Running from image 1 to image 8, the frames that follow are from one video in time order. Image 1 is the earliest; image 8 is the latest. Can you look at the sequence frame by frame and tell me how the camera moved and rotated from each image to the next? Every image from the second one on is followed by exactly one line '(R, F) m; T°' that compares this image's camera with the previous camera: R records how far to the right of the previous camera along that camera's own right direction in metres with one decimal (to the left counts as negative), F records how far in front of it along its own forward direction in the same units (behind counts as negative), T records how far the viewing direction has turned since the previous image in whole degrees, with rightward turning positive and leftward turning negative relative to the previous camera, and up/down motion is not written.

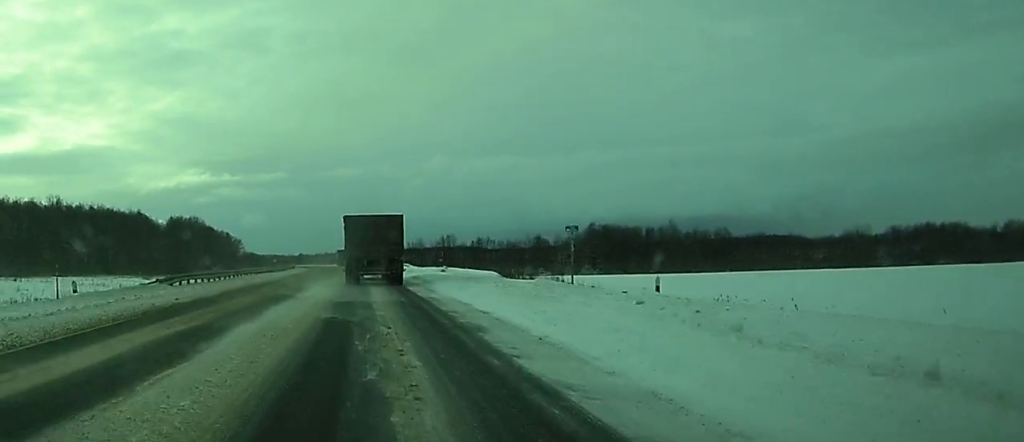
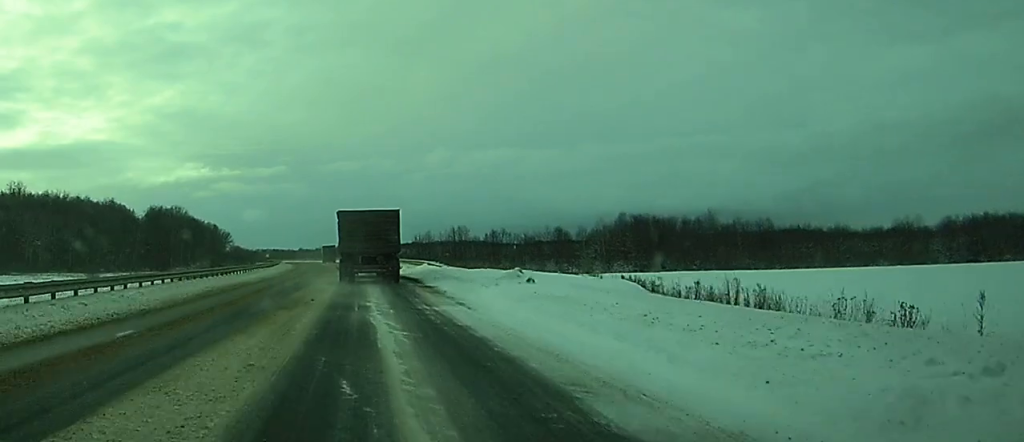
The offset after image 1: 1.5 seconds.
(-0.3, +33.0) m; -1°
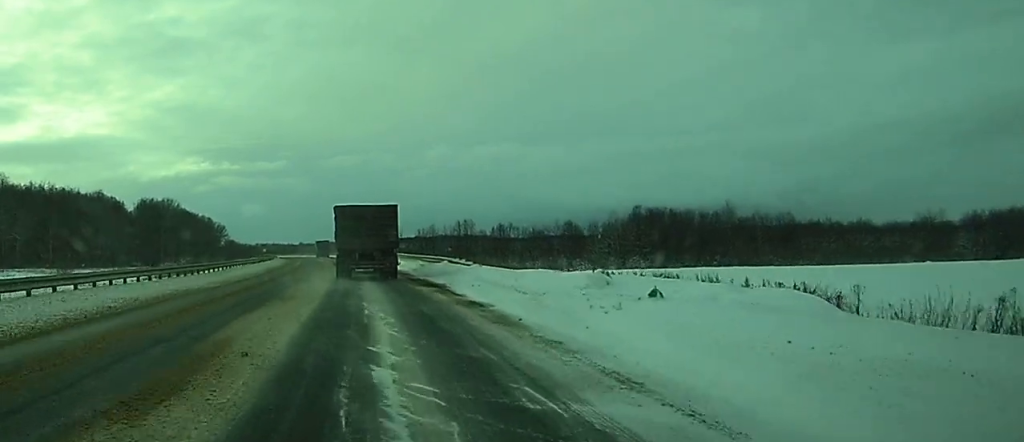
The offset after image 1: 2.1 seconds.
(0.0, +13.4) m; 0°
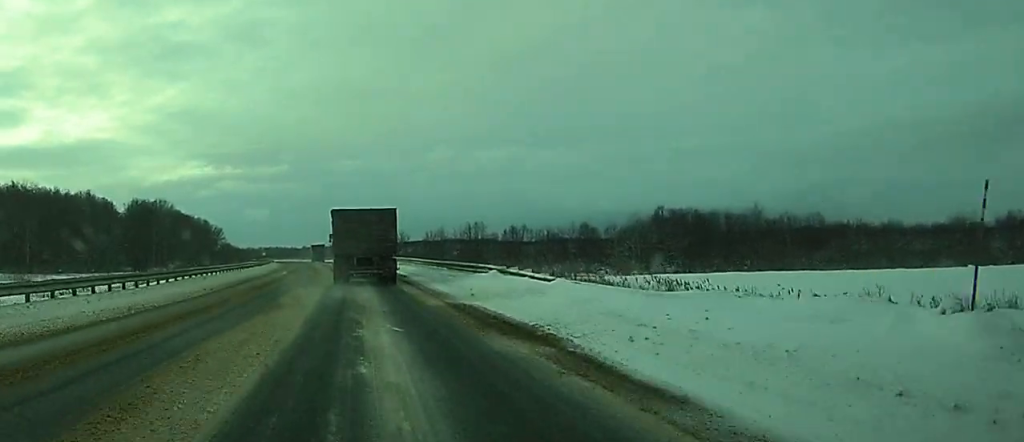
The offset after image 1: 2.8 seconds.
(0.0, +15.7) m; 0°
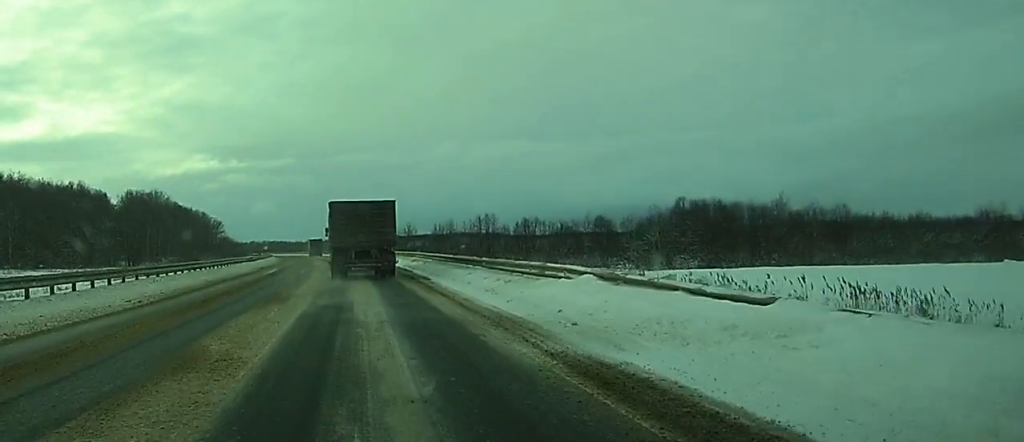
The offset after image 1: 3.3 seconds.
(+0.1, +12.0) m; 0°
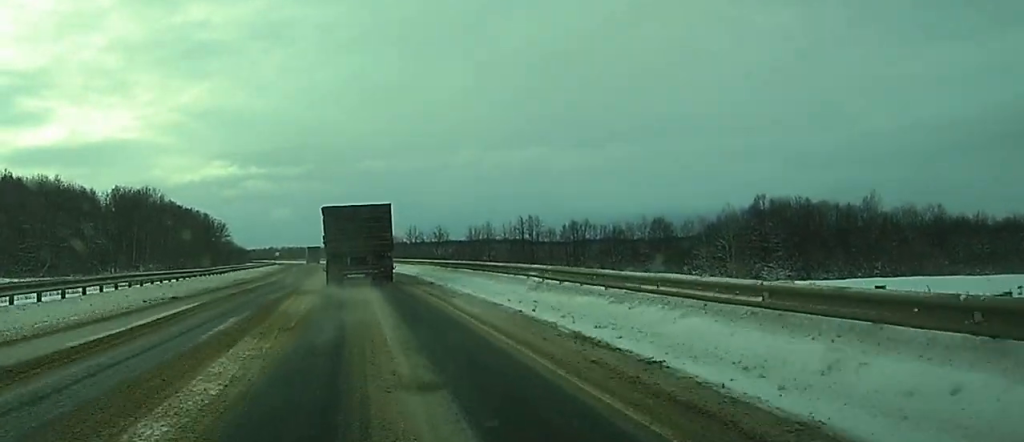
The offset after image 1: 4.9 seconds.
(-0.2, +34.1) m; -1°
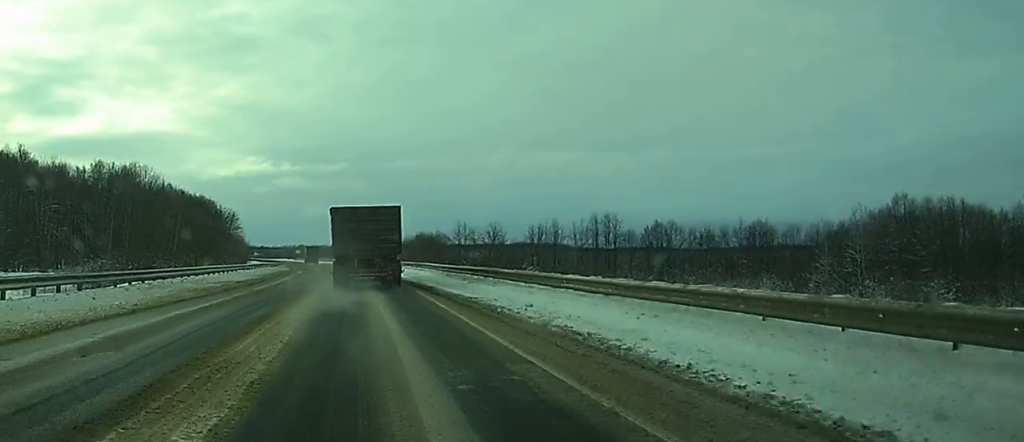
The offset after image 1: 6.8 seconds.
(-0.6, +41.9) m; -2°
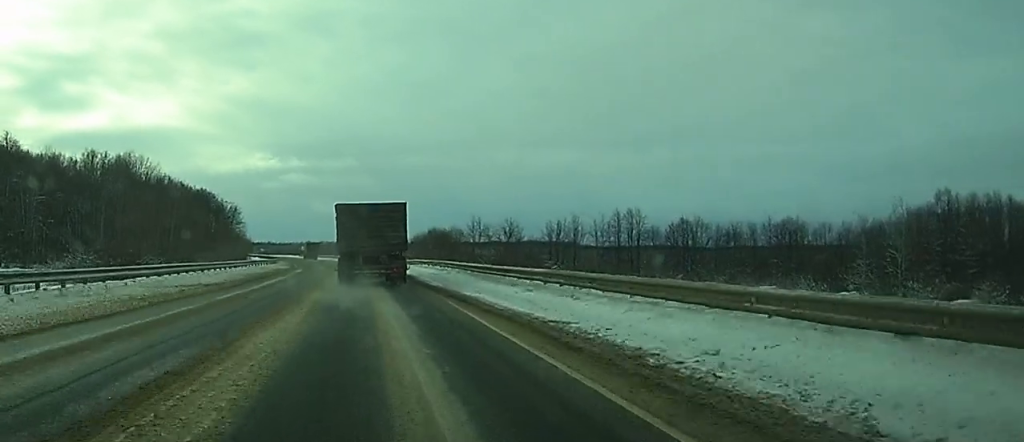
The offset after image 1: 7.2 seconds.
(-0.1, +10.4) m; -1°
